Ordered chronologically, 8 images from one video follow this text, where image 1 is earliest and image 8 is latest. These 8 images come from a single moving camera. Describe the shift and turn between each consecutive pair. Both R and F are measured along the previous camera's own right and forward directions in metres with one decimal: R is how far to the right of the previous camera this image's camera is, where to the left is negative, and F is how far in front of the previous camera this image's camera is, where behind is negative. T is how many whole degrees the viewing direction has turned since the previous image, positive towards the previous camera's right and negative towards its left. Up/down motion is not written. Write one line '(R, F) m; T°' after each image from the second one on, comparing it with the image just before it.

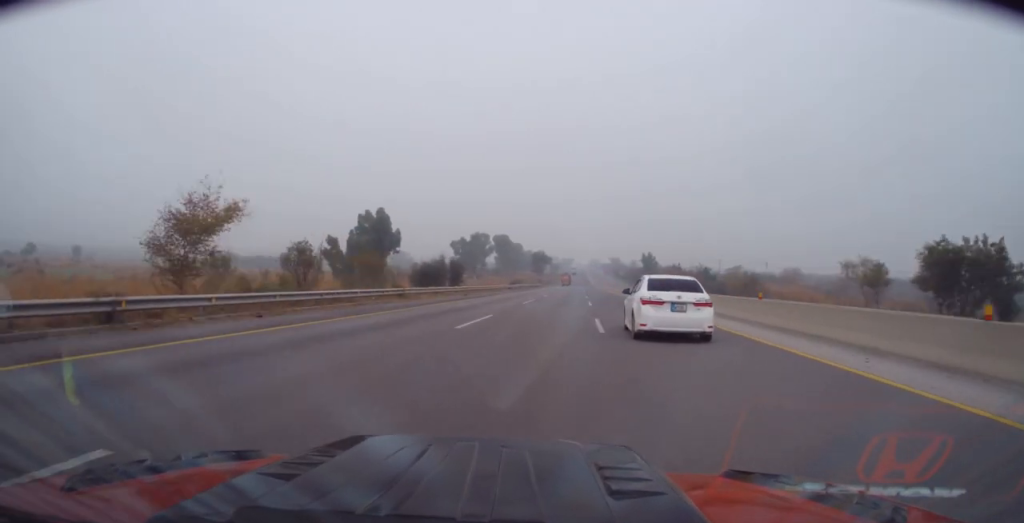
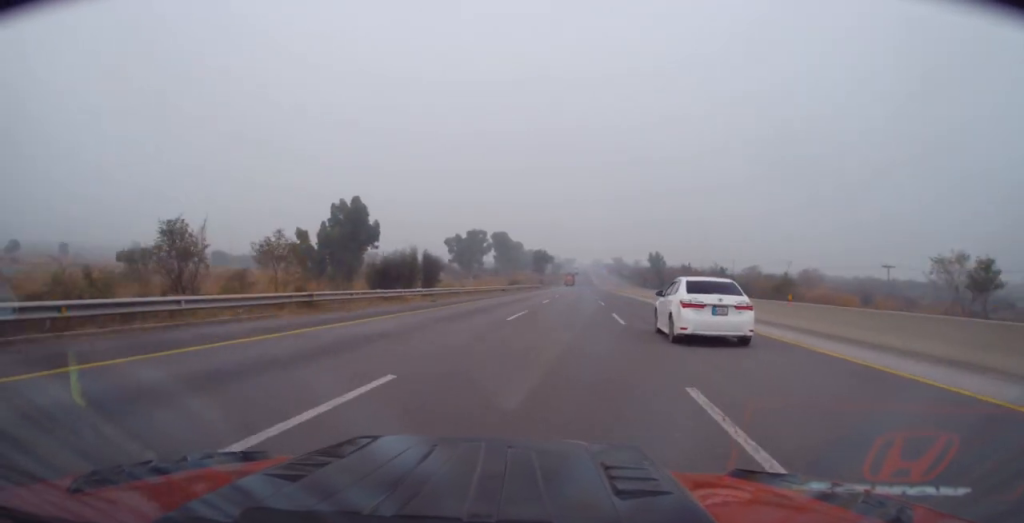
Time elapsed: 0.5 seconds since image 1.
(-0.2, +13.9) m; 0°
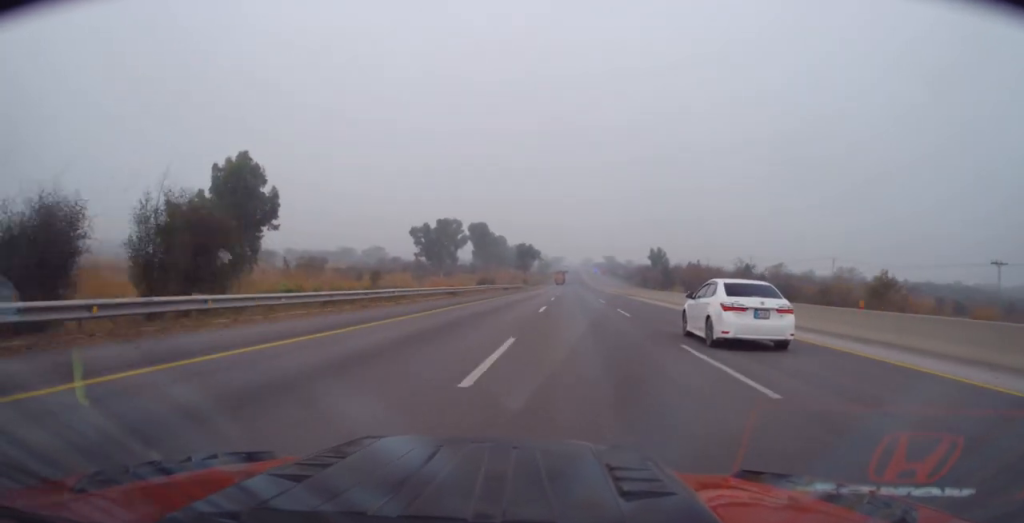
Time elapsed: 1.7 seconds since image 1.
(+0.1, +30.3) m; +1°
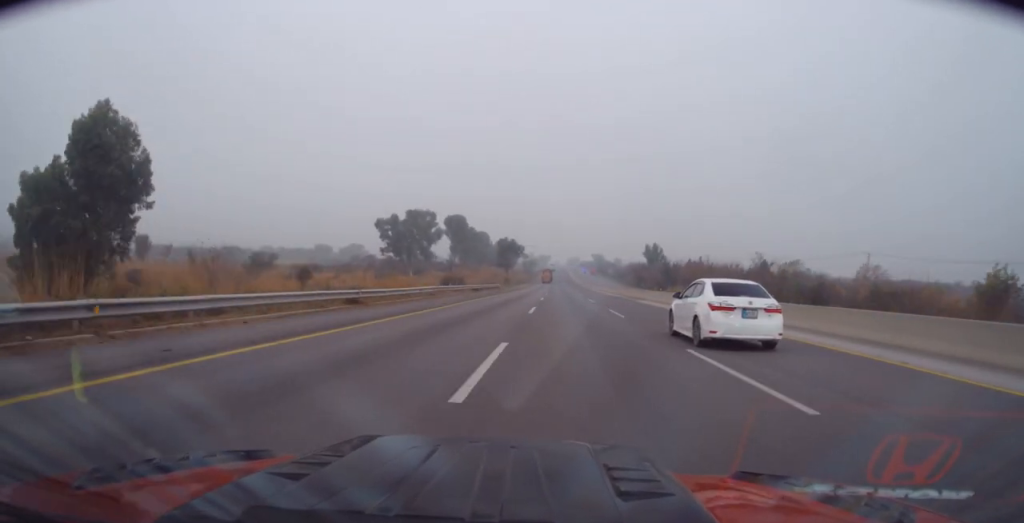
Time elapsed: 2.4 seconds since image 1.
(+0.2, +18.9) m; +1°
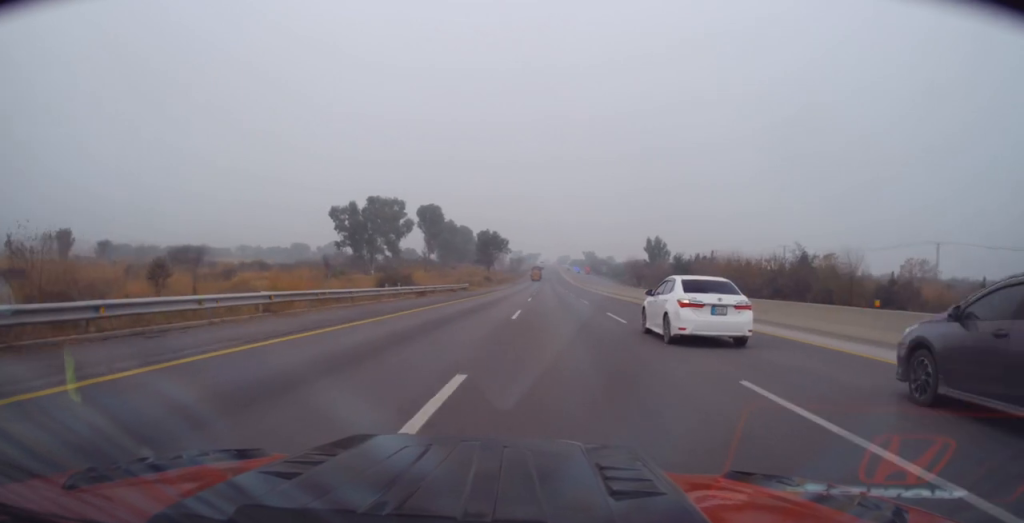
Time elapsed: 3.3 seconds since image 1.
(+0.2, +22.3) m; +1°
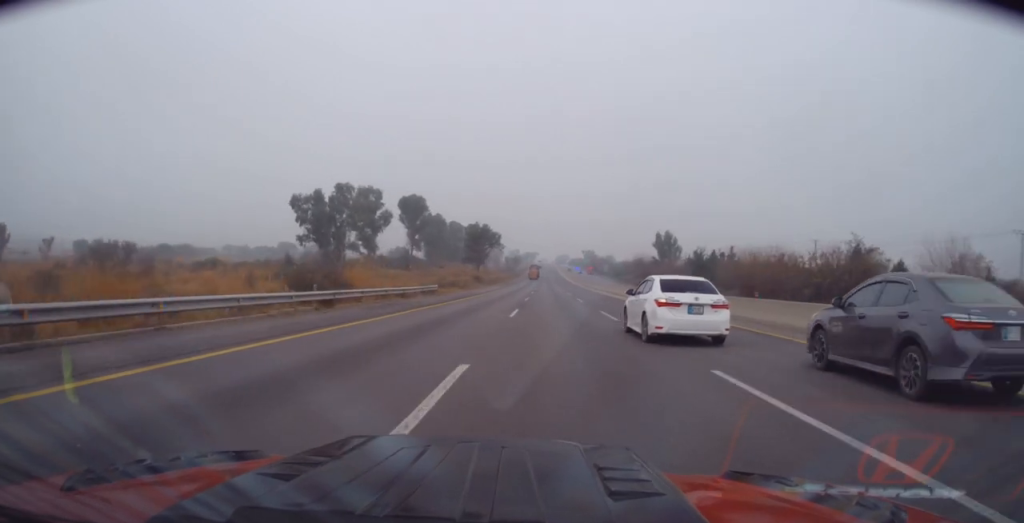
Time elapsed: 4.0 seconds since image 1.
(+0.3, +17.1) m; 0°
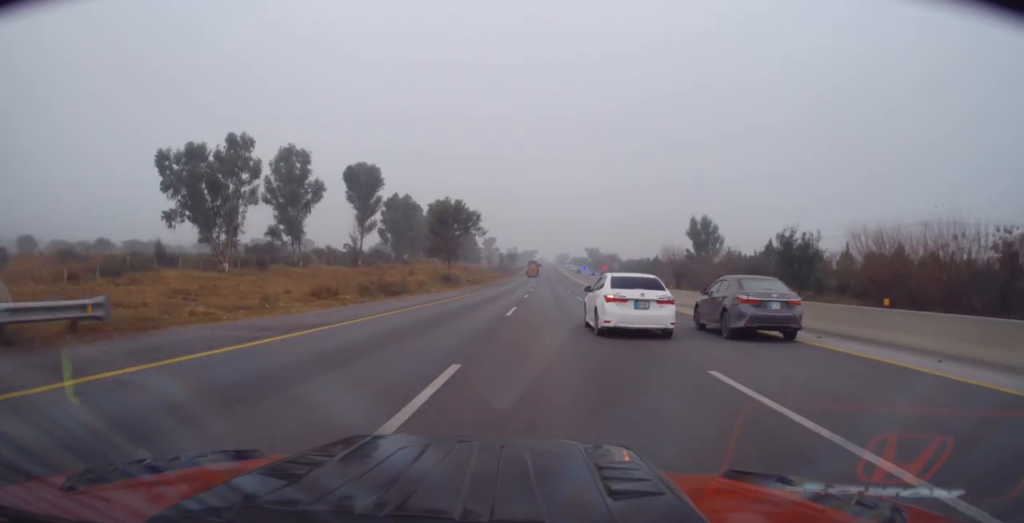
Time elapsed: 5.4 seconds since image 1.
(-0.7, +36.1) m; 0°
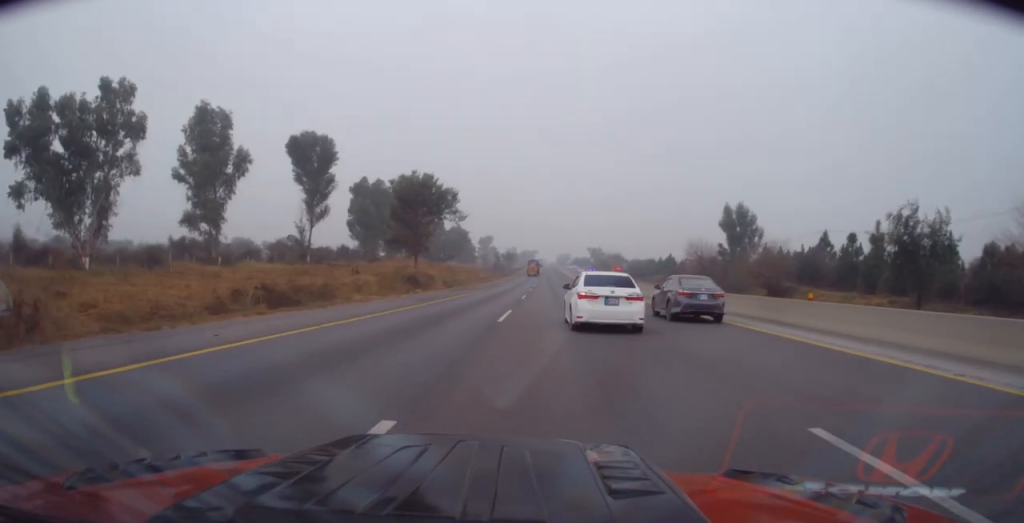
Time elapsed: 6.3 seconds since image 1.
(+0.2, +21.5) m; 0°
